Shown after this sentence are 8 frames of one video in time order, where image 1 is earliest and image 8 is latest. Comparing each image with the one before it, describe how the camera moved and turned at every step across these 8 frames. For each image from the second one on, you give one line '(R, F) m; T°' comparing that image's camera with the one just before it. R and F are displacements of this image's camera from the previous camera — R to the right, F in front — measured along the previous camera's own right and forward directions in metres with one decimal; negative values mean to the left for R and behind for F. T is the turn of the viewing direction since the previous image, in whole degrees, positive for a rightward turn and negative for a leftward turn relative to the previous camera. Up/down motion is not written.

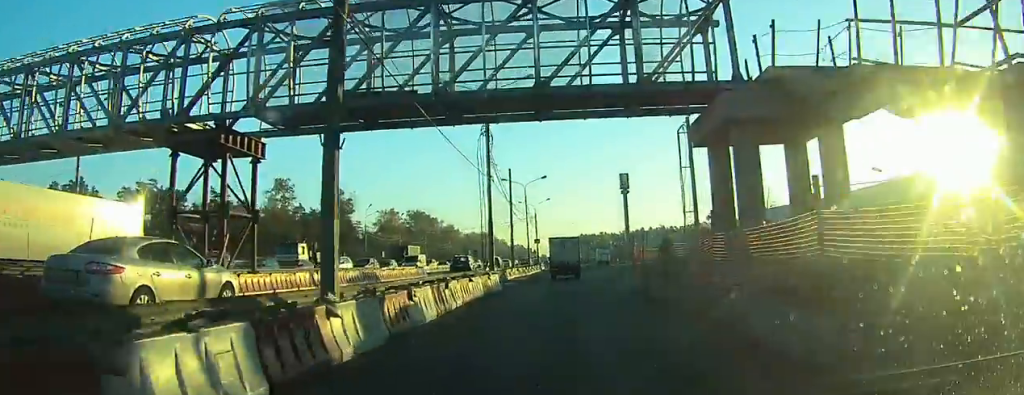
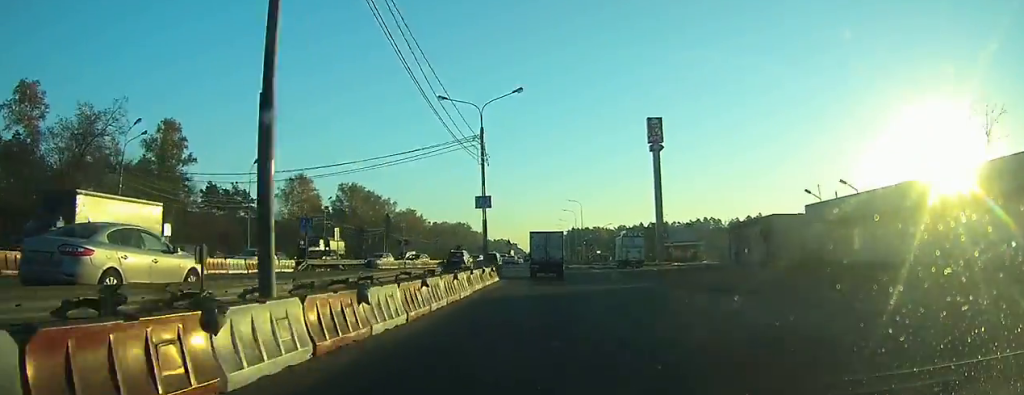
(+0.9, +52.9) m; +1°
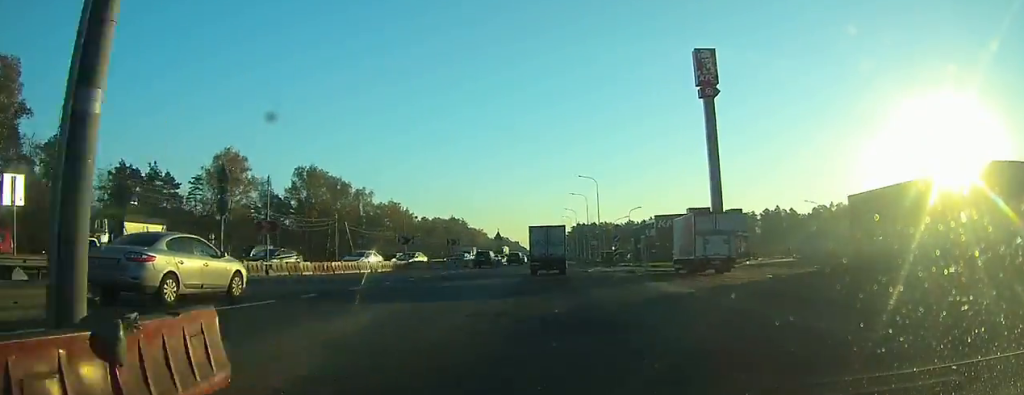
(-0.3, +28.8) m; -1°
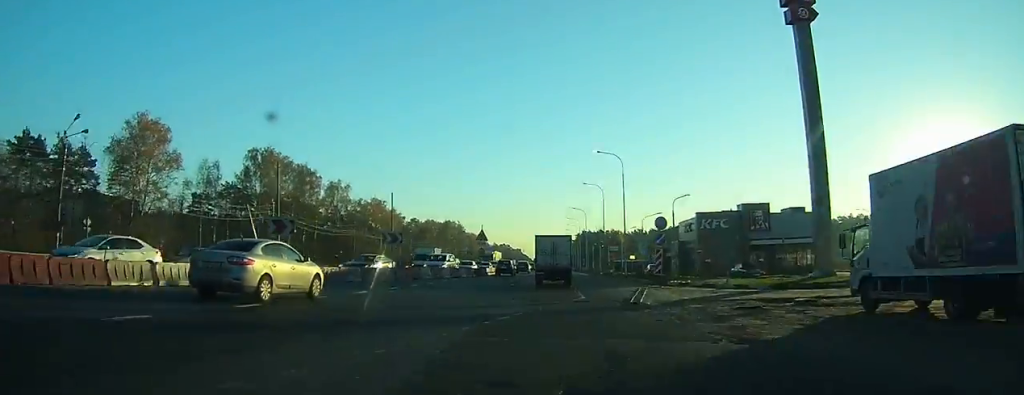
(0.0, +24.5) m; 0°
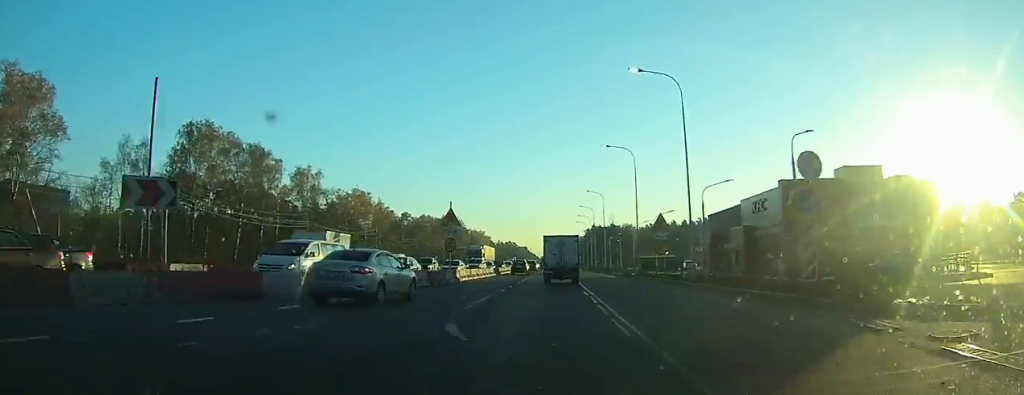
(+0.1, +24.7) m; 0°
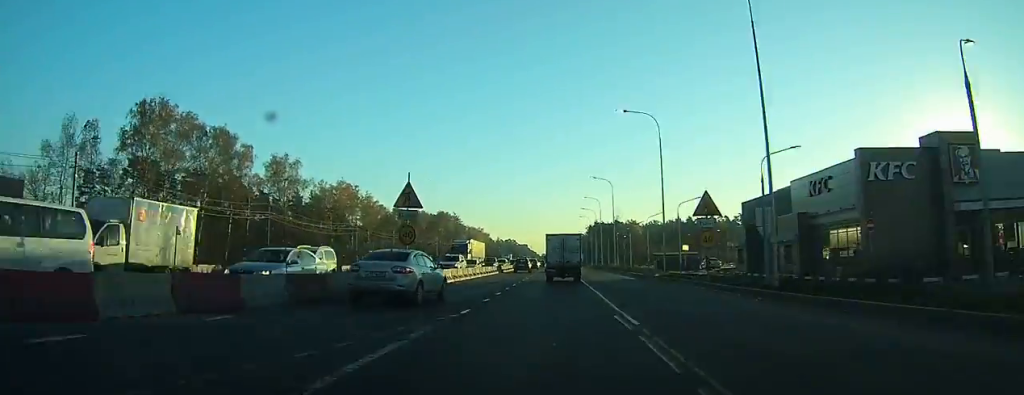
(+0.1, +12.3) m; 0°
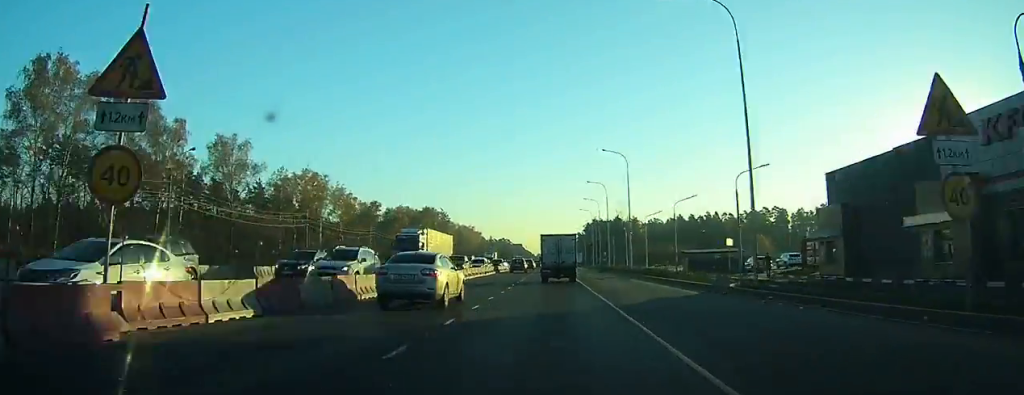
(0.0, +18.5) m; 0°
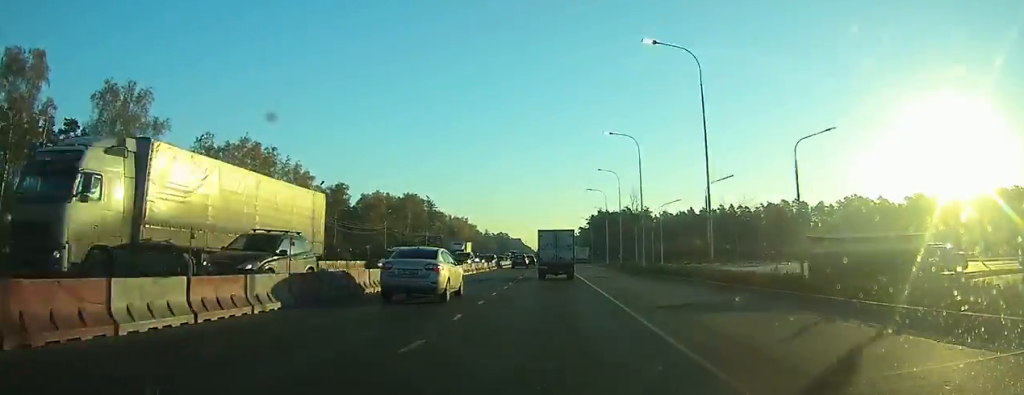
(-0.1, +26.8) m; 0°
